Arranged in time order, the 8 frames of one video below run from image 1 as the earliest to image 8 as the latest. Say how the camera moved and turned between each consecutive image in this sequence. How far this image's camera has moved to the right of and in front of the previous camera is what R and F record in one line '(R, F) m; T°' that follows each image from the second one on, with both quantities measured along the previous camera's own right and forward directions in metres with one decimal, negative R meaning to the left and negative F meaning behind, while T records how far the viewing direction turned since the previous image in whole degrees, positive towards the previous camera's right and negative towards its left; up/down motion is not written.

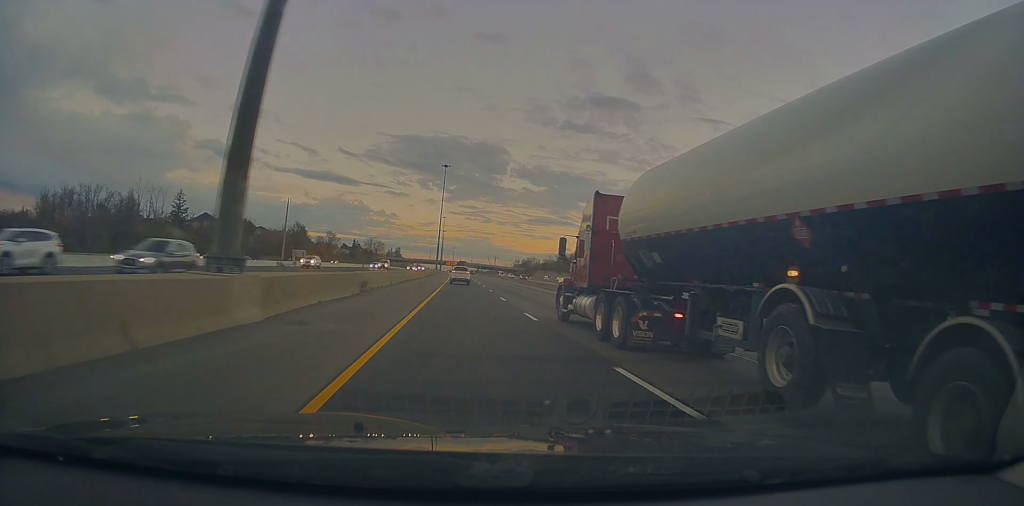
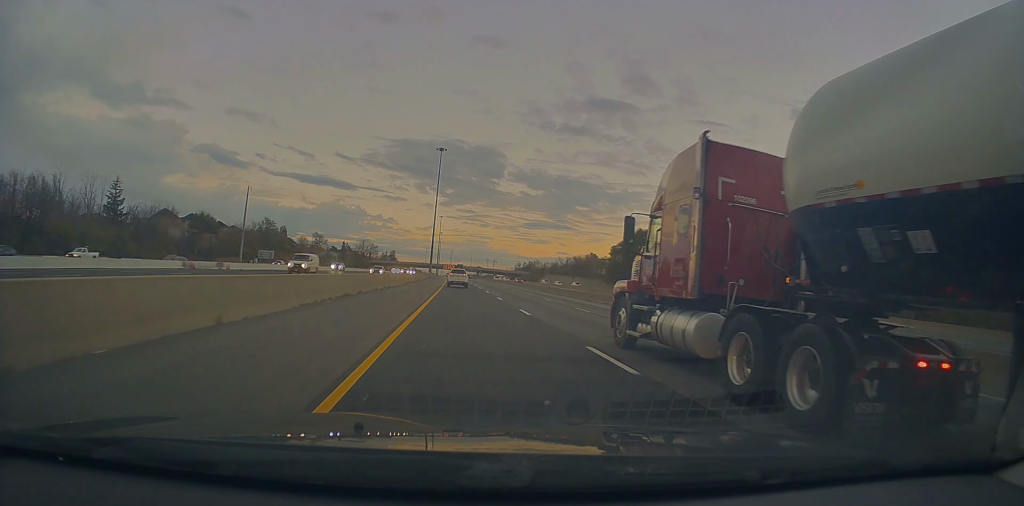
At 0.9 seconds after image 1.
(-0.1, +32.0) m; 0°
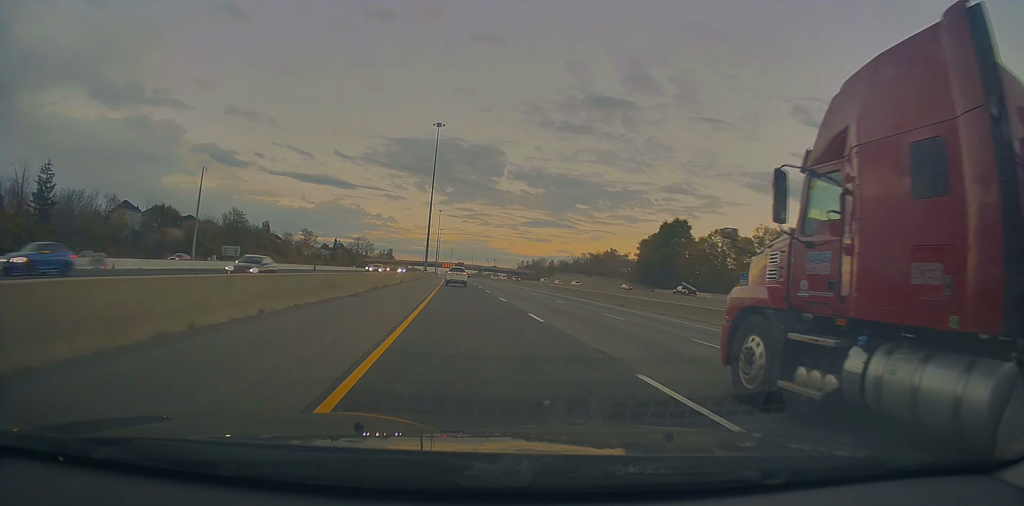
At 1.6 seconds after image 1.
(-0.1, +26.0) m; 0°
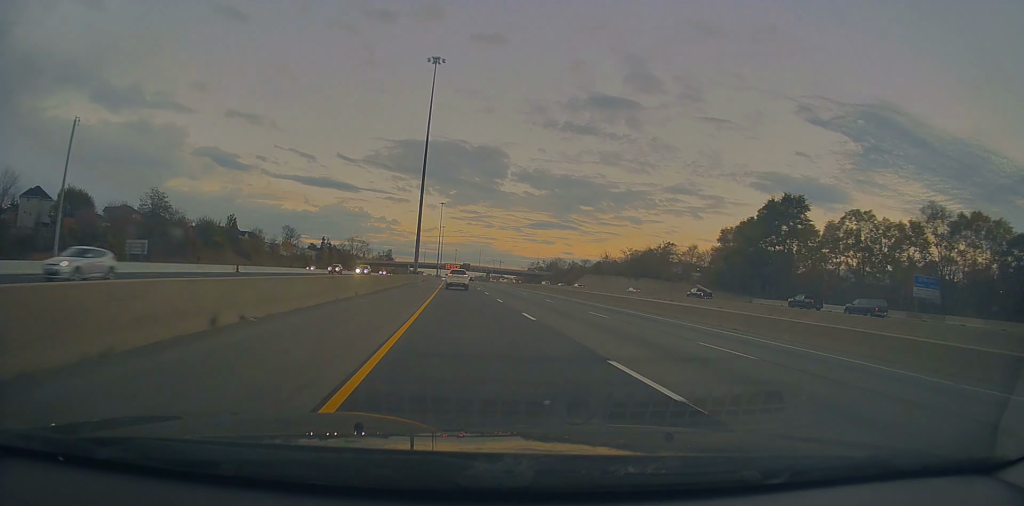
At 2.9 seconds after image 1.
(+0.3, +44.4) m; 0°
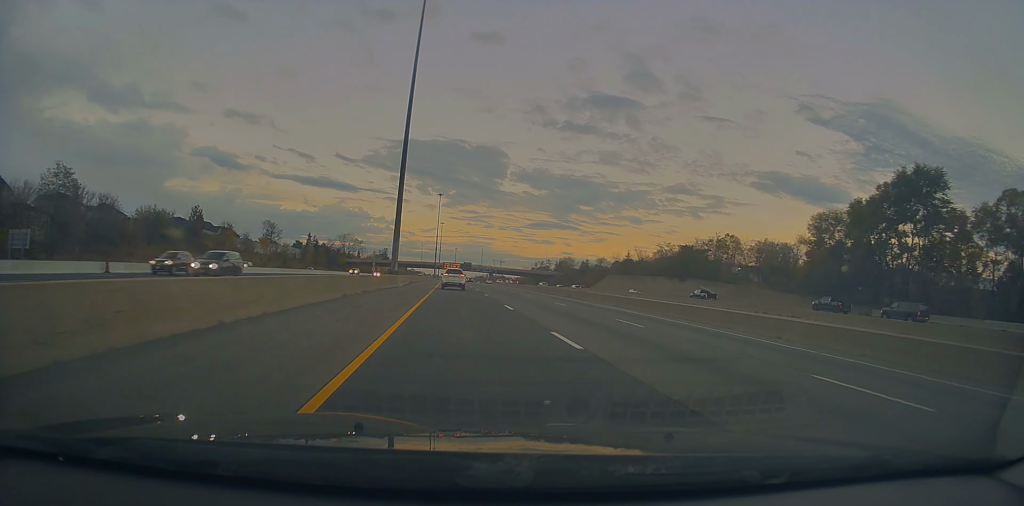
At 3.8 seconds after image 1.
(-0.2, +30.1) m; -1°
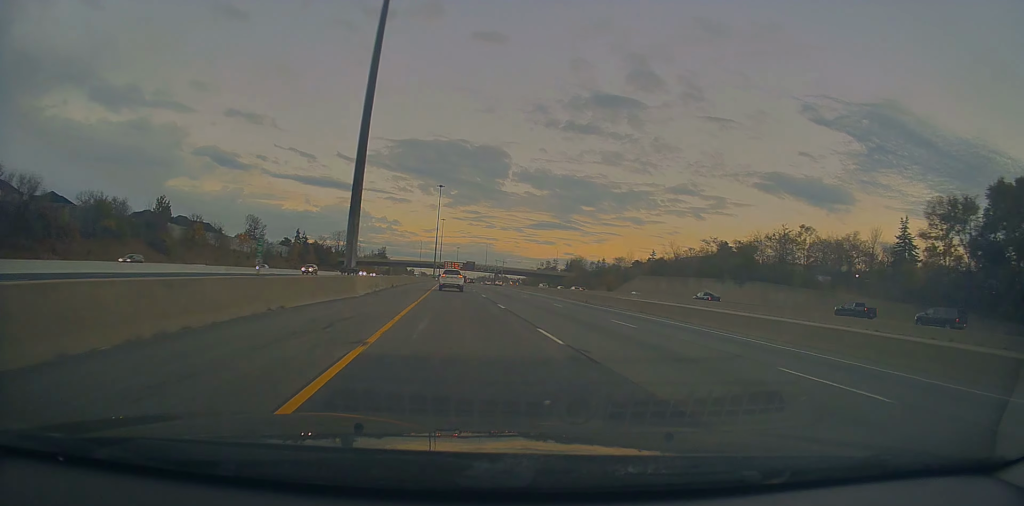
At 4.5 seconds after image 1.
(-0.5, +24.2) m; 0°
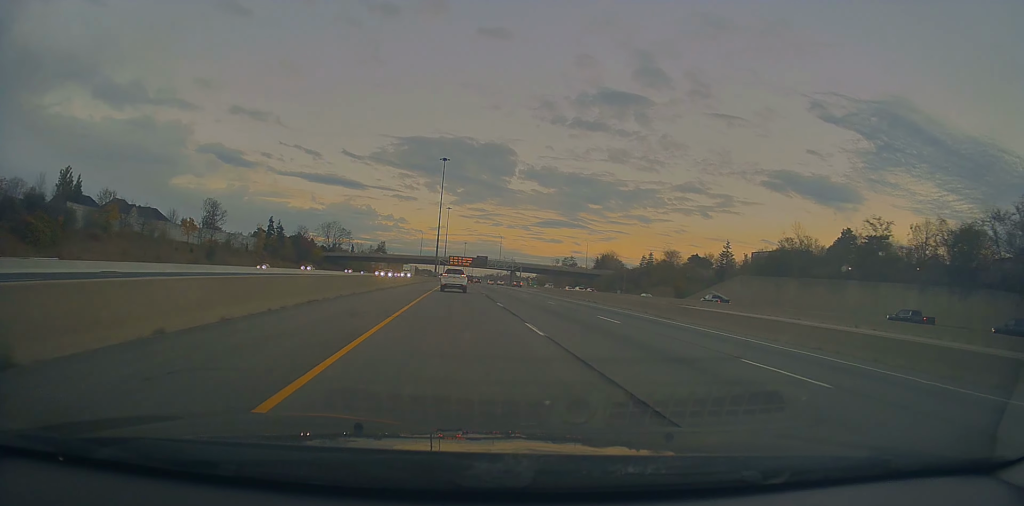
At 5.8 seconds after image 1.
(+0.5, +47.5) m; +1°
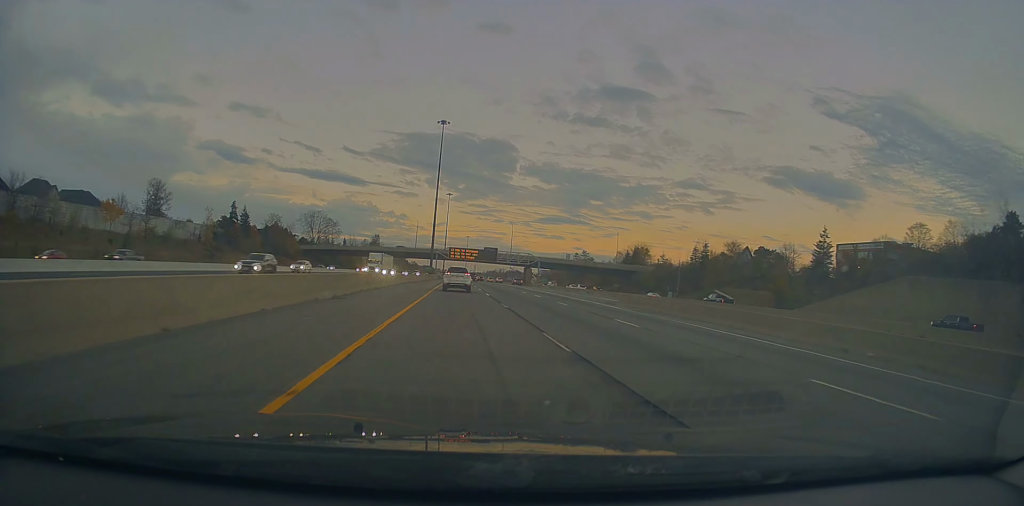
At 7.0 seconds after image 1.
(+0.1, +38.9) m; 0°
